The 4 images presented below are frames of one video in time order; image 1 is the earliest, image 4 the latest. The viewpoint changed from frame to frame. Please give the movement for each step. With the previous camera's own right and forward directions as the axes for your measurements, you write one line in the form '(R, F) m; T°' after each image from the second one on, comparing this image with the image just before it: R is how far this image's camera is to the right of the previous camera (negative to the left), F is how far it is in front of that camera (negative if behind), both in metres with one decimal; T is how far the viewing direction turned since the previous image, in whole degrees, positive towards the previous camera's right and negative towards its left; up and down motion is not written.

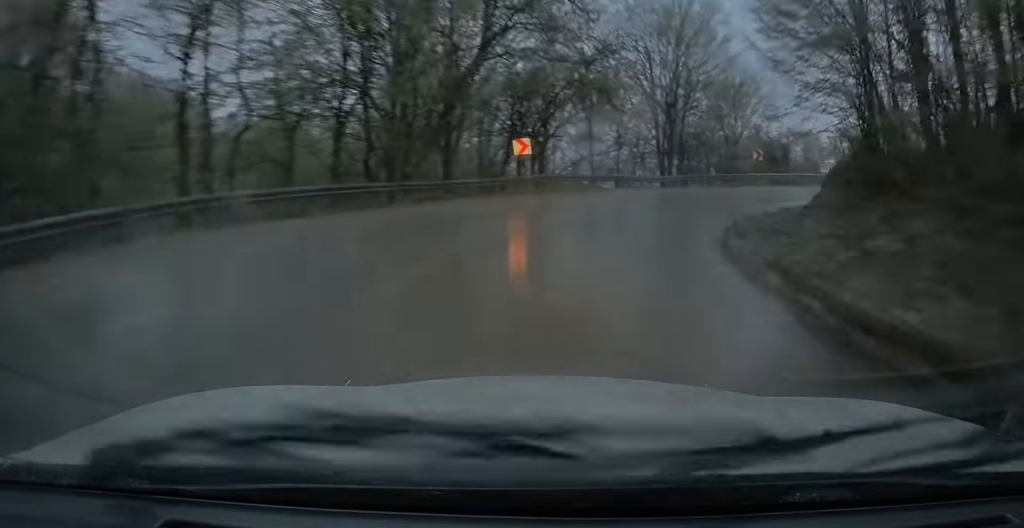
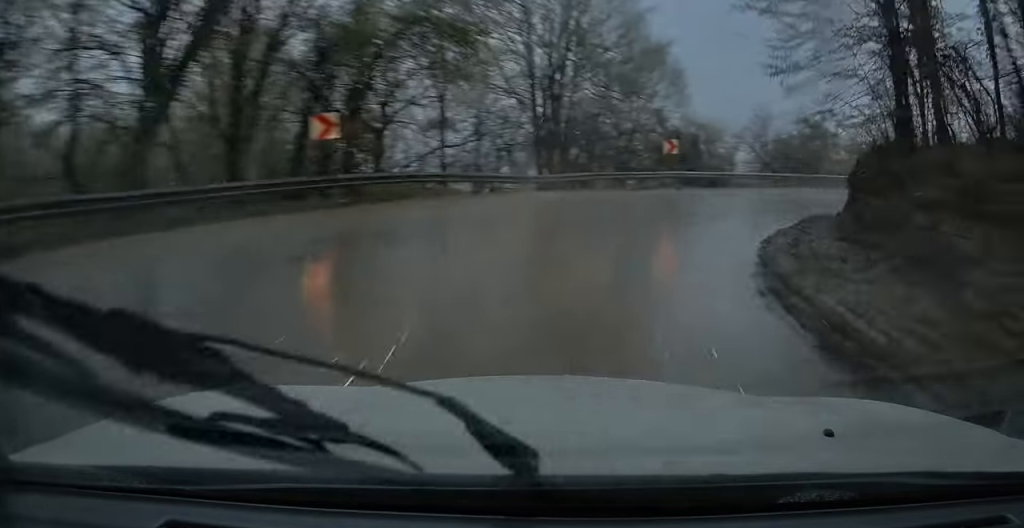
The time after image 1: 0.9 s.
(+1.4, +10.0) m; +19°
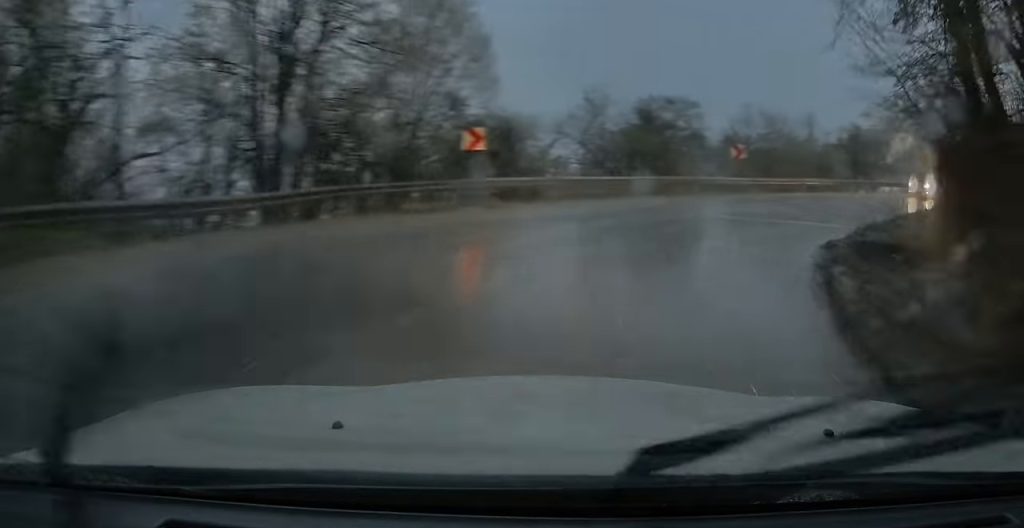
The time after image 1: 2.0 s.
(+2.2, +9.7) m; +21°
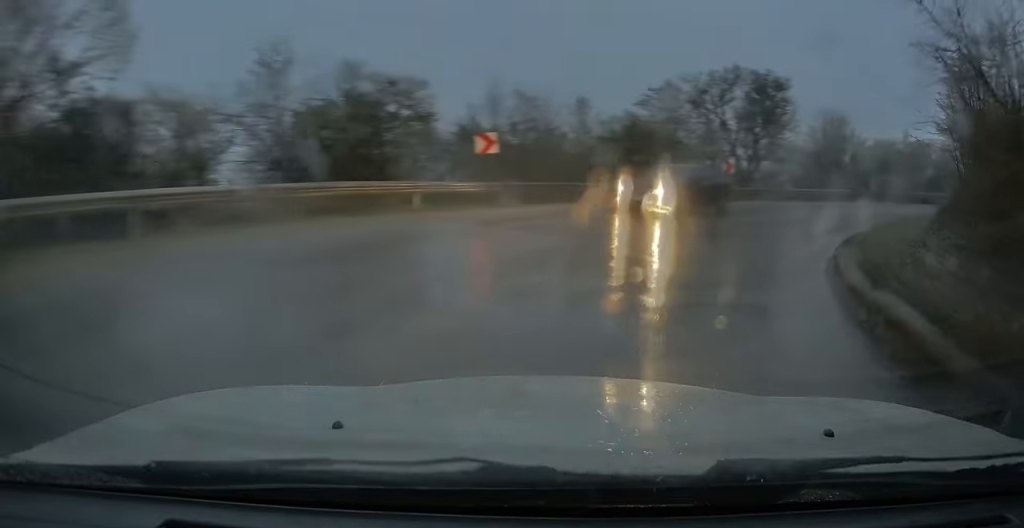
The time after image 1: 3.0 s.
(+1.3, +9.7) m; +20°
